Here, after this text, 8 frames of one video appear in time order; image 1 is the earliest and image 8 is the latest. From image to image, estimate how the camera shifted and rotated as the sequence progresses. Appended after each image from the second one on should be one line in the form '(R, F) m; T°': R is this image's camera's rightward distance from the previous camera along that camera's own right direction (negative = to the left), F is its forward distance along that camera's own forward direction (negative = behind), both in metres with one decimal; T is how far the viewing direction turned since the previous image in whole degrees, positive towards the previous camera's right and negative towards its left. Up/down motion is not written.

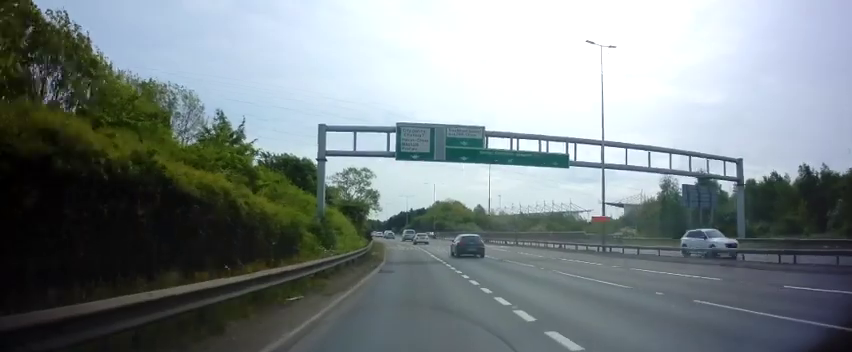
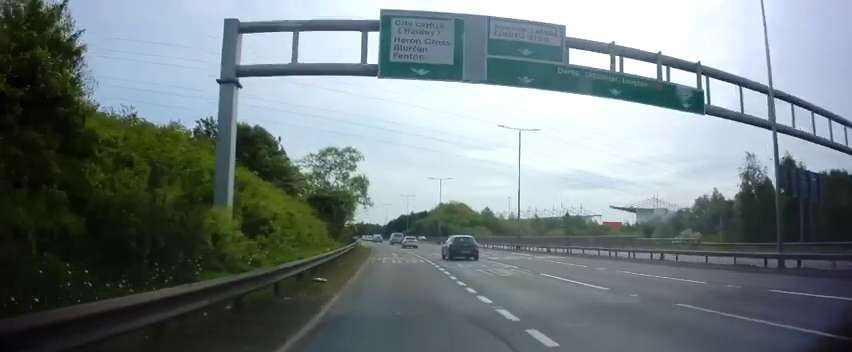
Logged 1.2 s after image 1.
(+0.2, +17.3) m; 0°
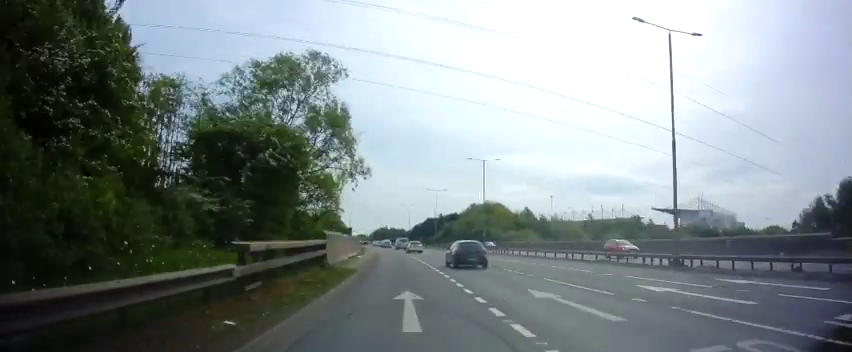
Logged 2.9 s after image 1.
(0.0, +26.3) m; -3°
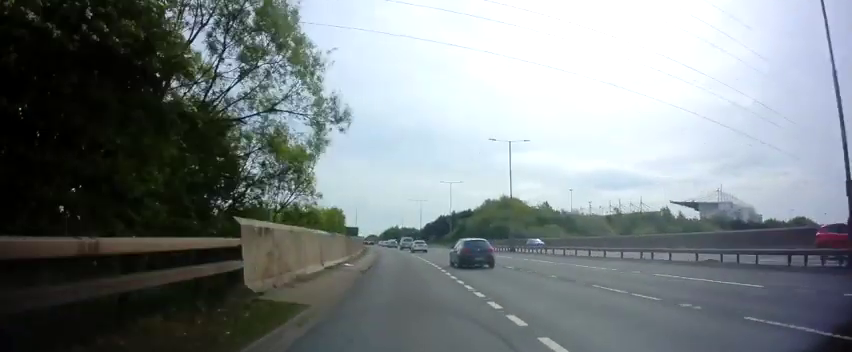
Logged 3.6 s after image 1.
(-0.8, +10.9) m; -2°
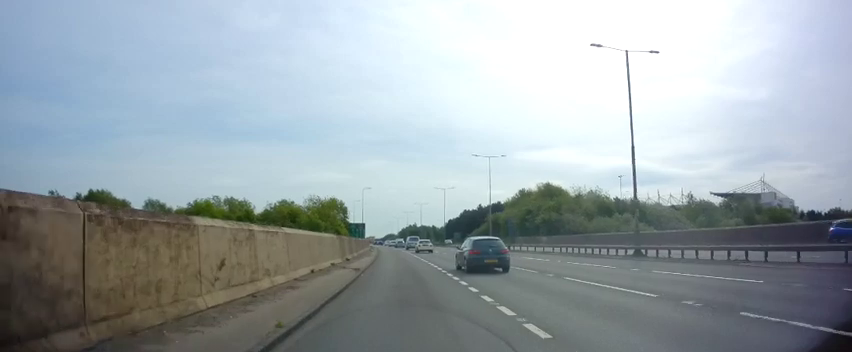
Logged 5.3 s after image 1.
(0.0, +26.0) m; -1°
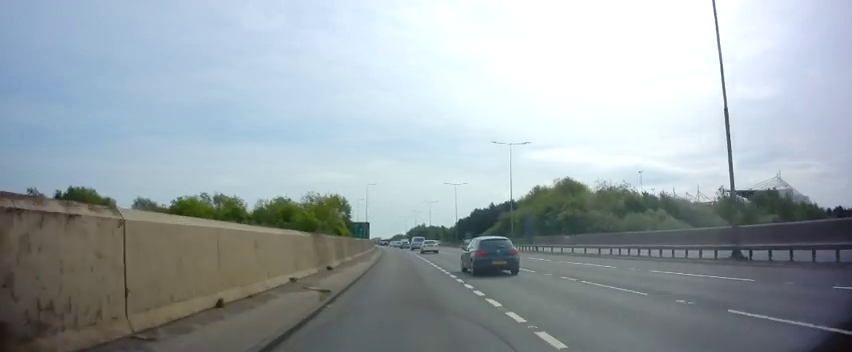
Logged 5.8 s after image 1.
(-0.1, +8.4) m; -1°
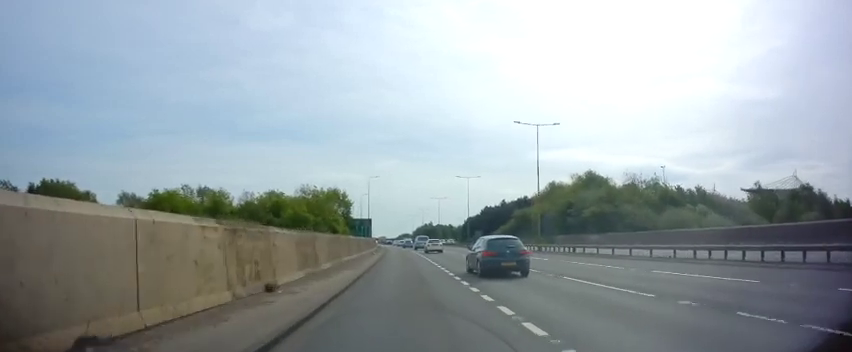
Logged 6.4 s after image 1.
(0.0, +8.8) m; -1°
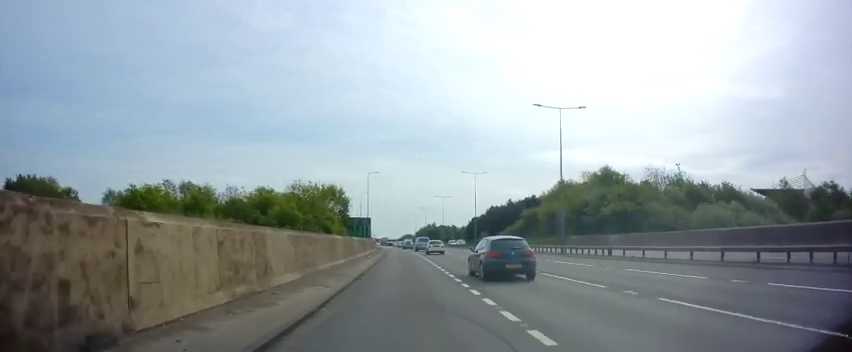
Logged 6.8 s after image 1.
(+0.1, +6.2) m; -1°
